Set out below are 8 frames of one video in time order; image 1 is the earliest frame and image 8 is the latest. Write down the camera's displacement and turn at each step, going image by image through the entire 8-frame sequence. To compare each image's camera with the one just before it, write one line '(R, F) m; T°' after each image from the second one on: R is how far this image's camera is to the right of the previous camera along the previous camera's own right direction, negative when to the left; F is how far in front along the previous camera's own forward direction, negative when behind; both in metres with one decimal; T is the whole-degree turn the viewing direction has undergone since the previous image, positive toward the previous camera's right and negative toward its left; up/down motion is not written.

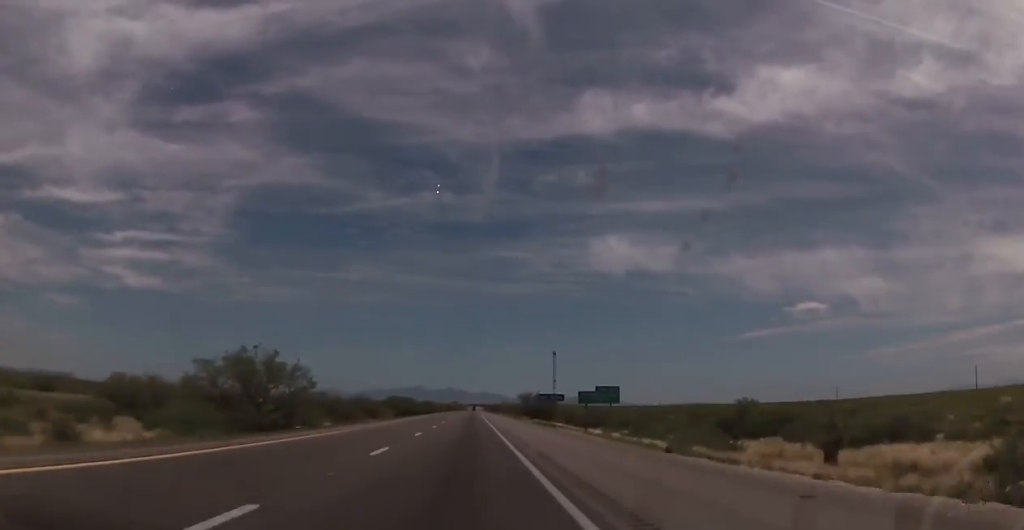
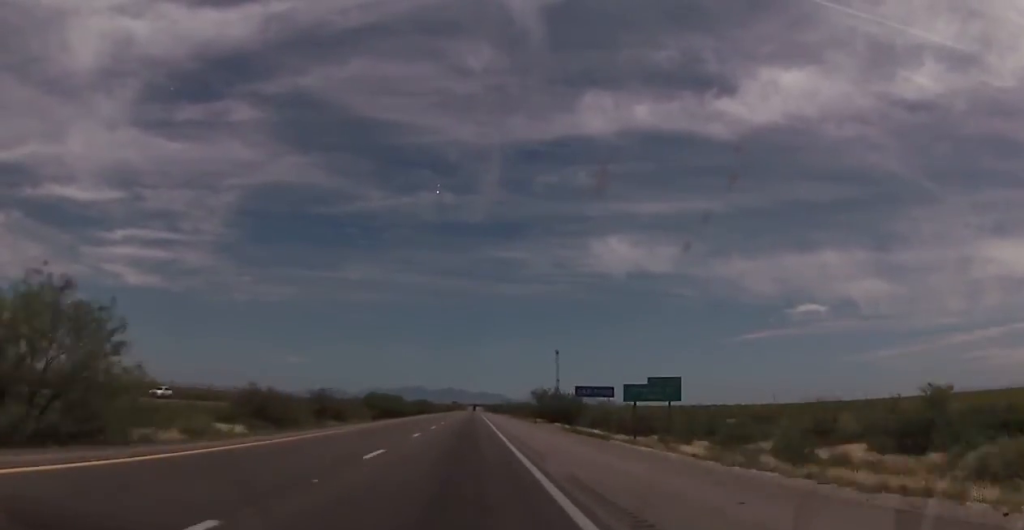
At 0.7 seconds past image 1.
(-0.1, +25.6) m; 0°
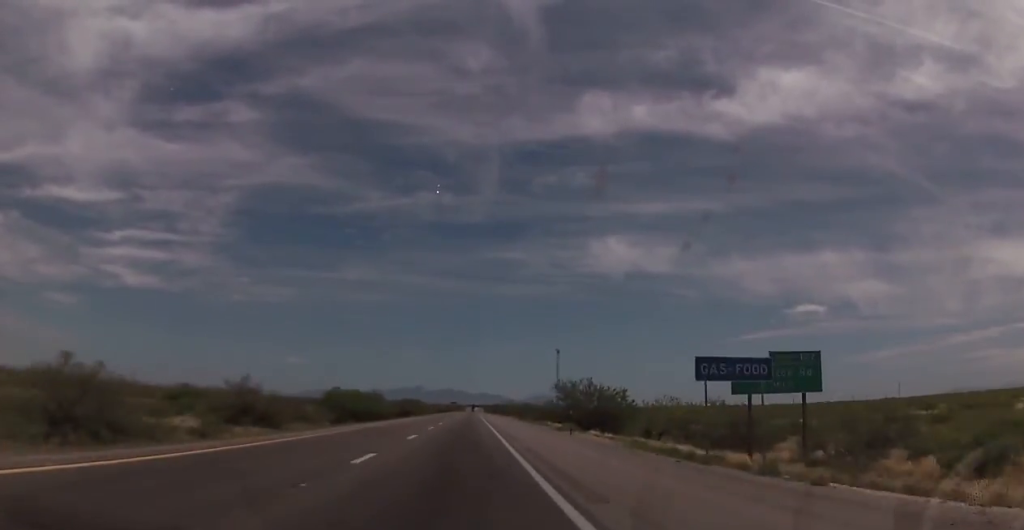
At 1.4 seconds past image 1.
(-0.3, +25.7) m; 0°
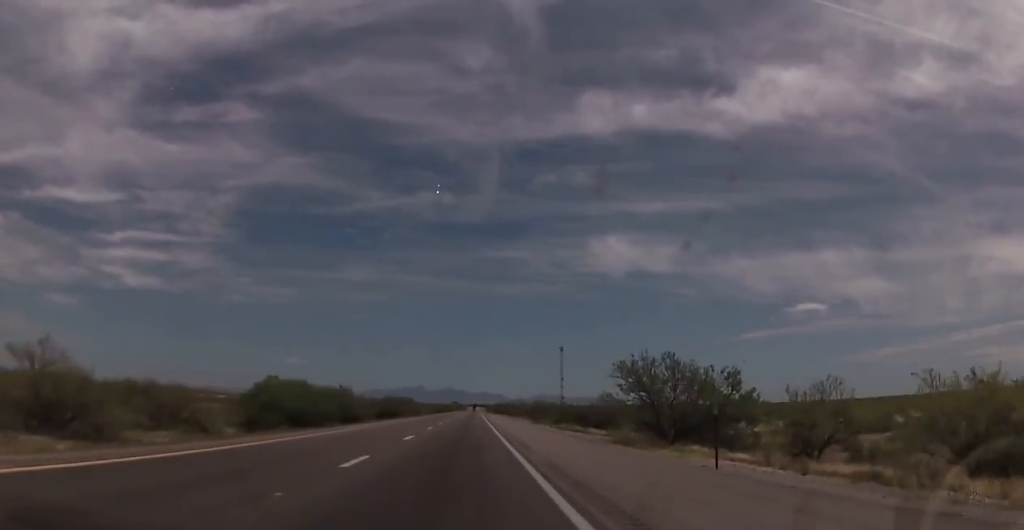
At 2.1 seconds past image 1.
(+0.4, +25.7) m; 0°
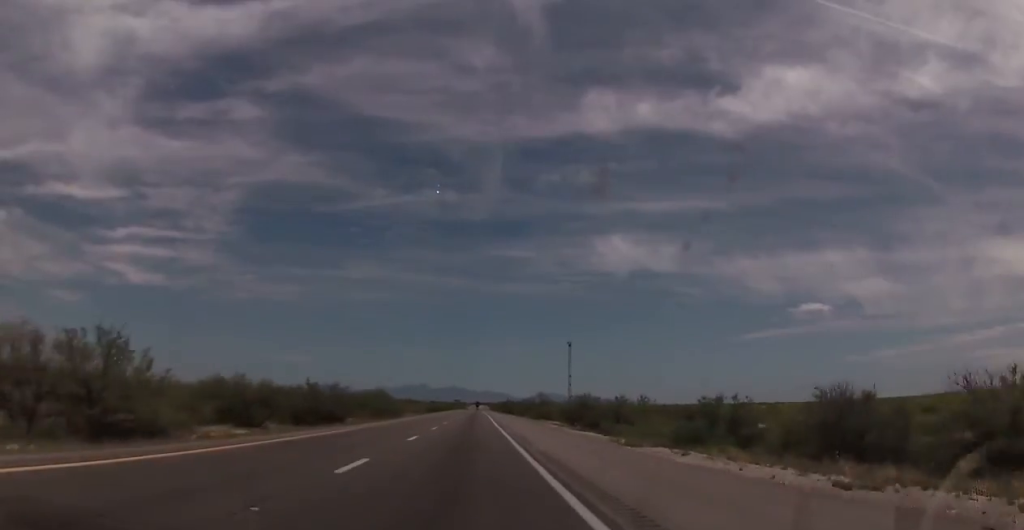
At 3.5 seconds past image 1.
(-0.5, +50.3) m; -1°
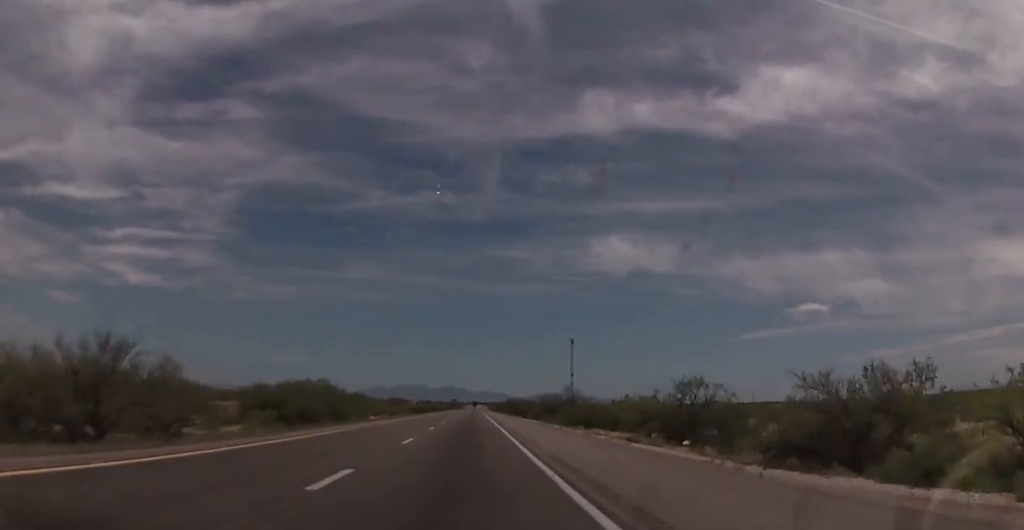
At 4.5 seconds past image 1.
(+0.1, +39.2) m; +1°
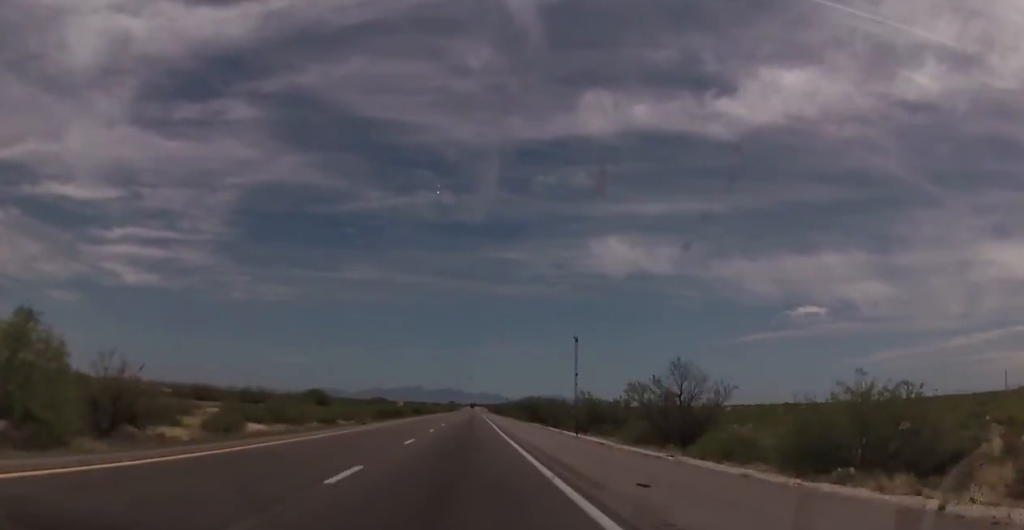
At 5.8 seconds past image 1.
(+0.1, +47.7) m; 0°
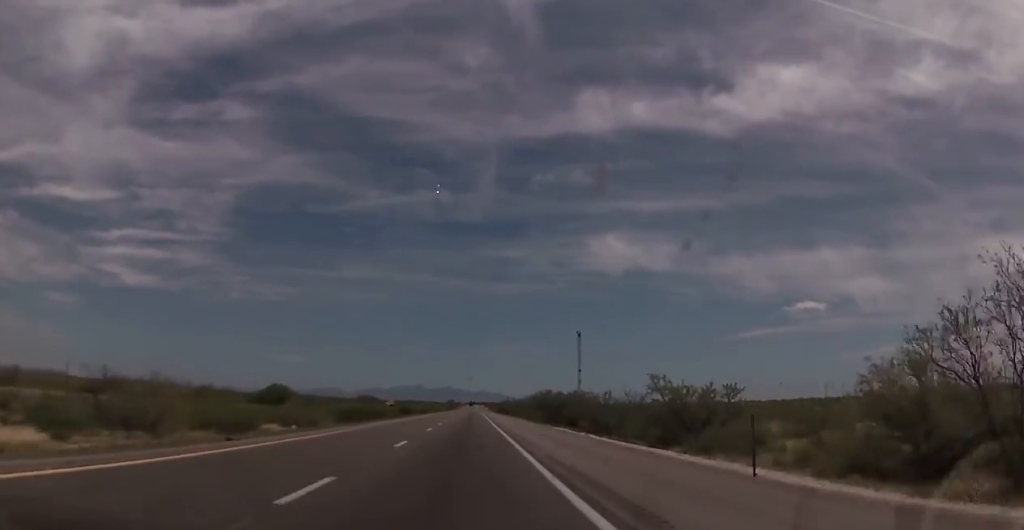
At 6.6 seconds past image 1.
(0.0, +27.0) m; 0°
